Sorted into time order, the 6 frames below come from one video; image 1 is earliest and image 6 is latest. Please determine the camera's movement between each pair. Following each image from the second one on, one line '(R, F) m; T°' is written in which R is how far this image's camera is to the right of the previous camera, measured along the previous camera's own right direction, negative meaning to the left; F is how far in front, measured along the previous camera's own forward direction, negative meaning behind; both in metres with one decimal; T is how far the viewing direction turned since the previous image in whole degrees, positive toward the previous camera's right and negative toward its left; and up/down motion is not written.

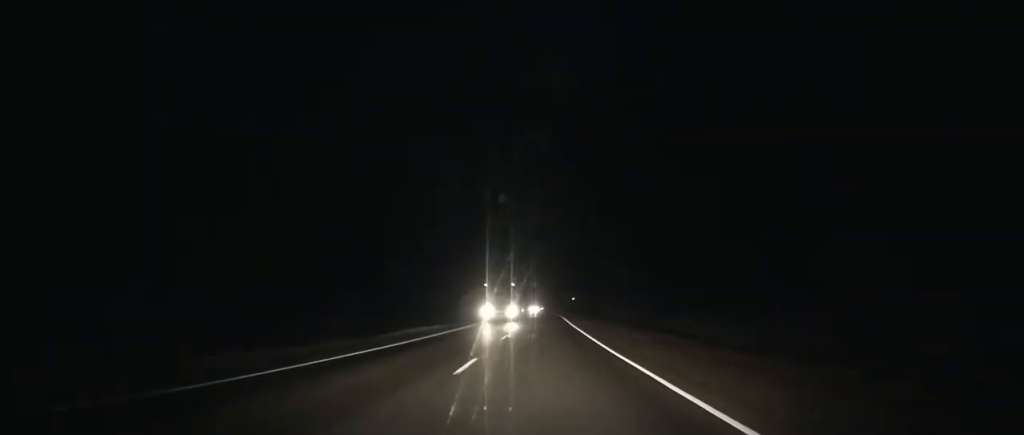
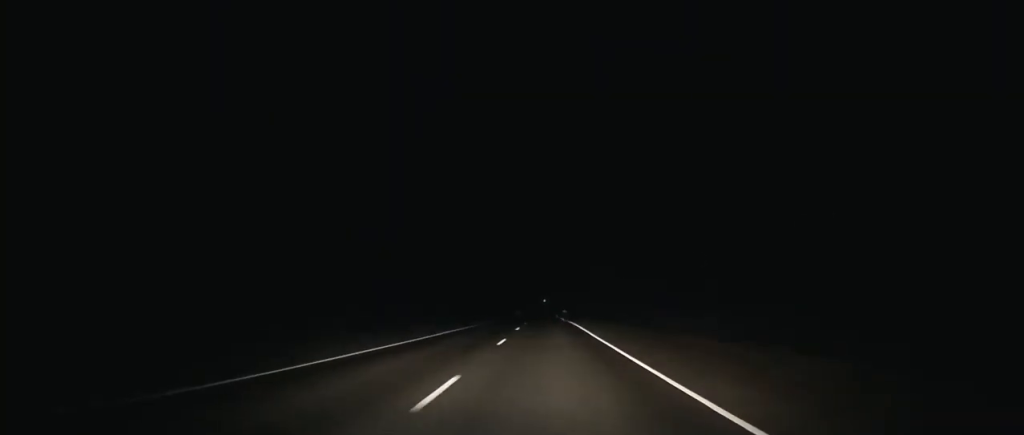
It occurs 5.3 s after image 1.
(+0.5, +148.2) m; 0°
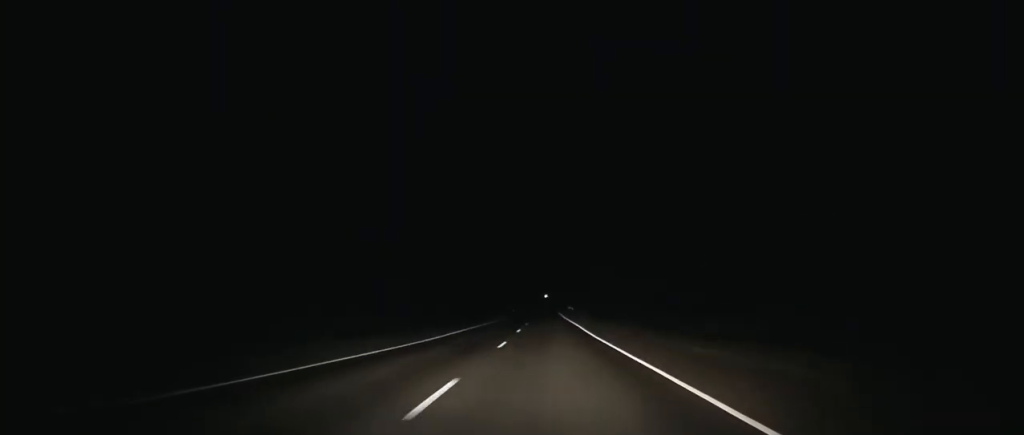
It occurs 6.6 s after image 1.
(0.0, +36.8) m; 0°
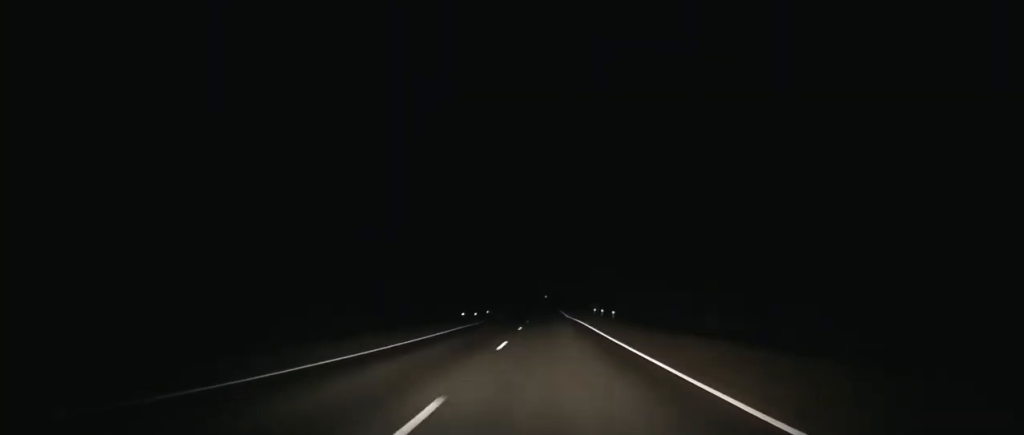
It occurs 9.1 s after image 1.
(+0.1, +71.2) m; 0°
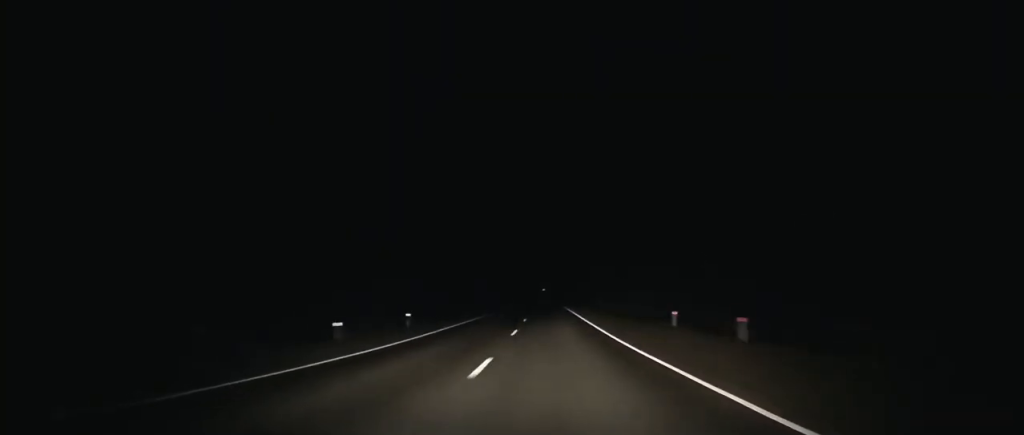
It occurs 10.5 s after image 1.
(0.0, +40.5) m; 0°
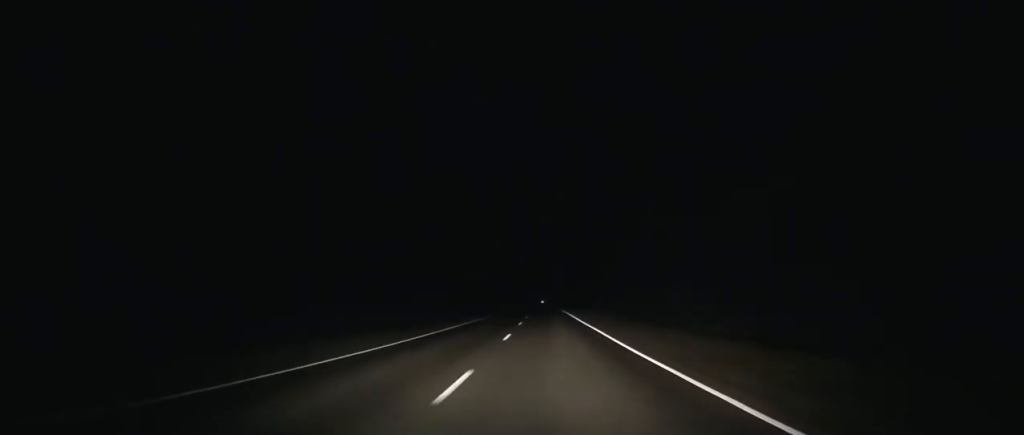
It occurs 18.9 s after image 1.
(-0.5, +257.0) m; 0°
